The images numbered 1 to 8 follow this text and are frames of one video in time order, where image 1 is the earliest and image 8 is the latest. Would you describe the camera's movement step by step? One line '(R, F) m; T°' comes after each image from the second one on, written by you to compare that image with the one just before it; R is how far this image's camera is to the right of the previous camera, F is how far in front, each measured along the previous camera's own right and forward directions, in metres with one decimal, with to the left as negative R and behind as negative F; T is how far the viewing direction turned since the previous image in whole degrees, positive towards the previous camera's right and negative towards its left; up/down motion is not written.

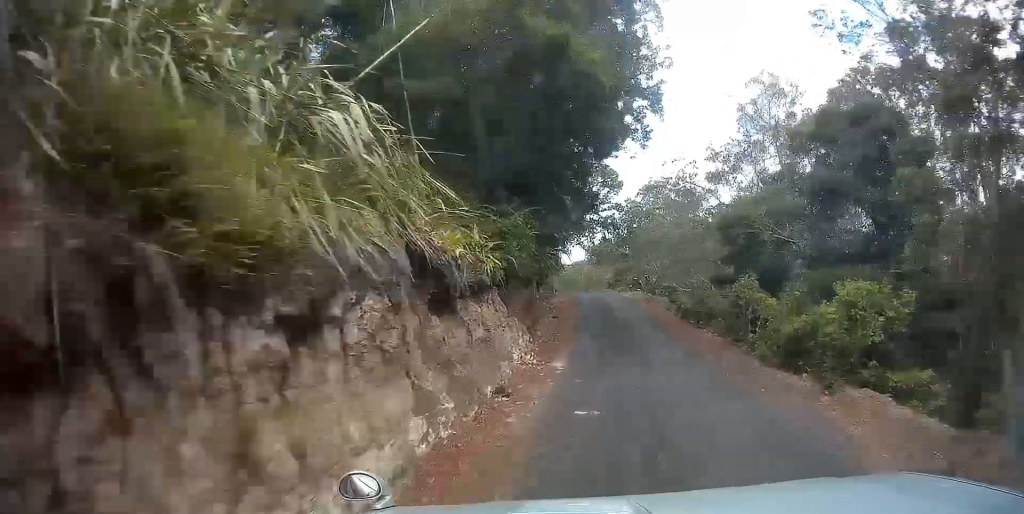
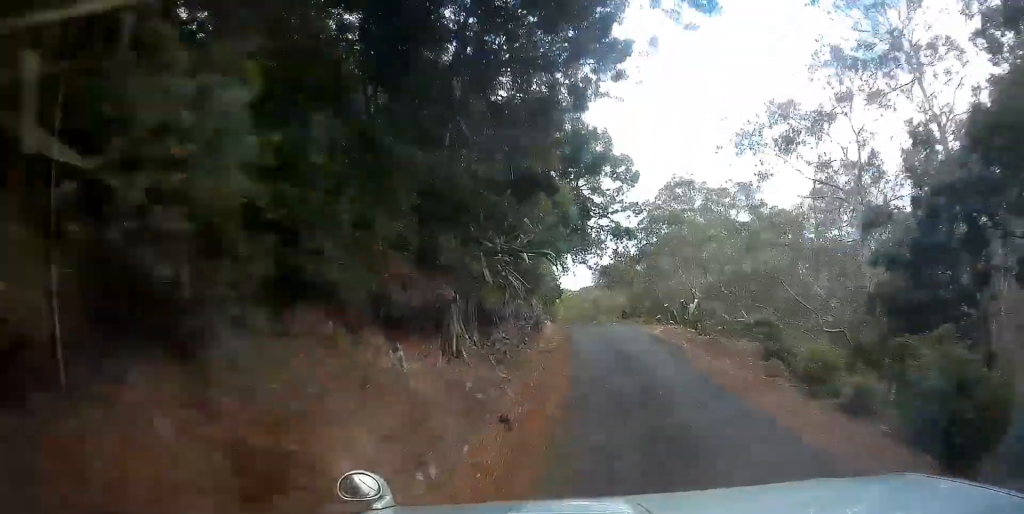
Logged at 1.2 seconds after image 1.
(0.0, +13.1) m; -1°
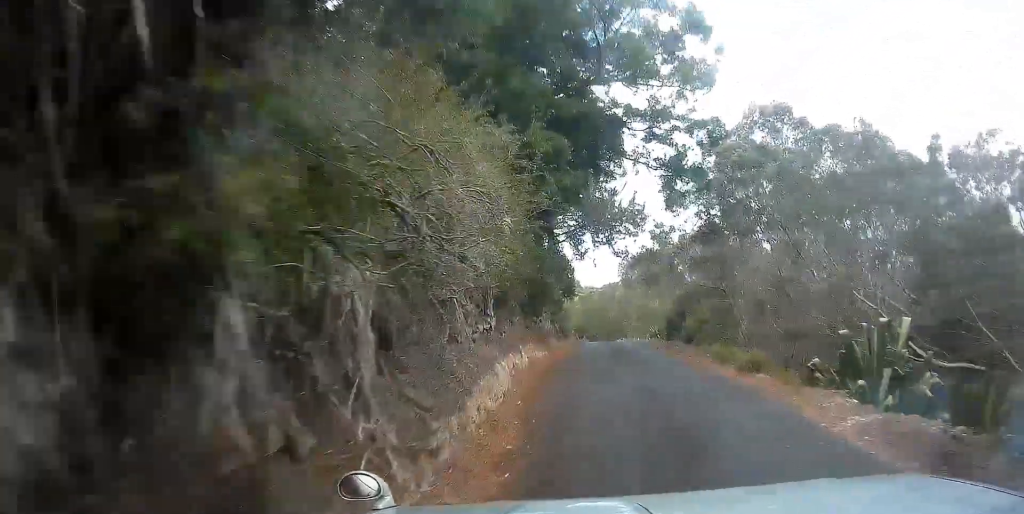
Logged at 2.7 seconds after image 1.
(-0.3, +17.2) m; 0°
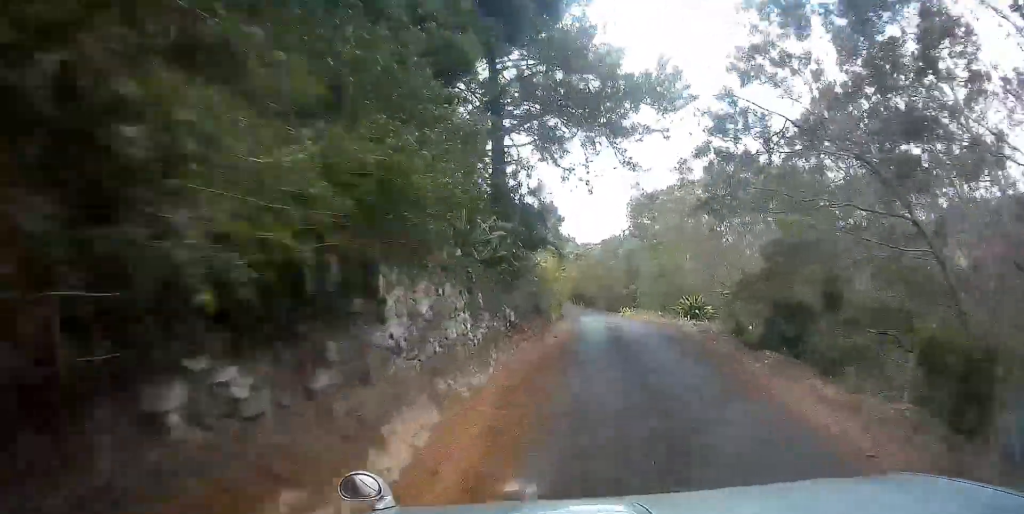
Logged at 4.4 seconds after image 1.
(-0.1, +17.3) m; -4°
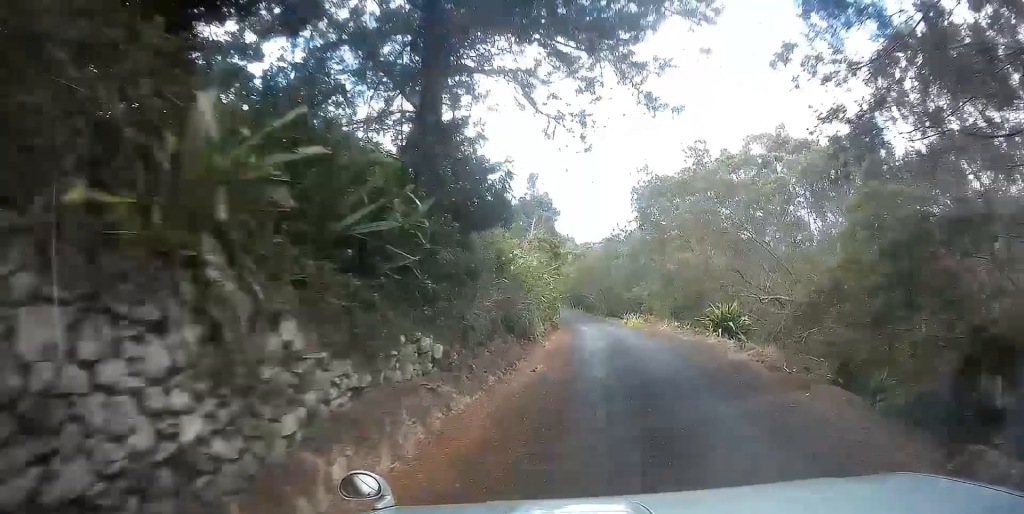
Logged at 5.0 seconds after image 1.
(-0.1, +6.7) m; -1°
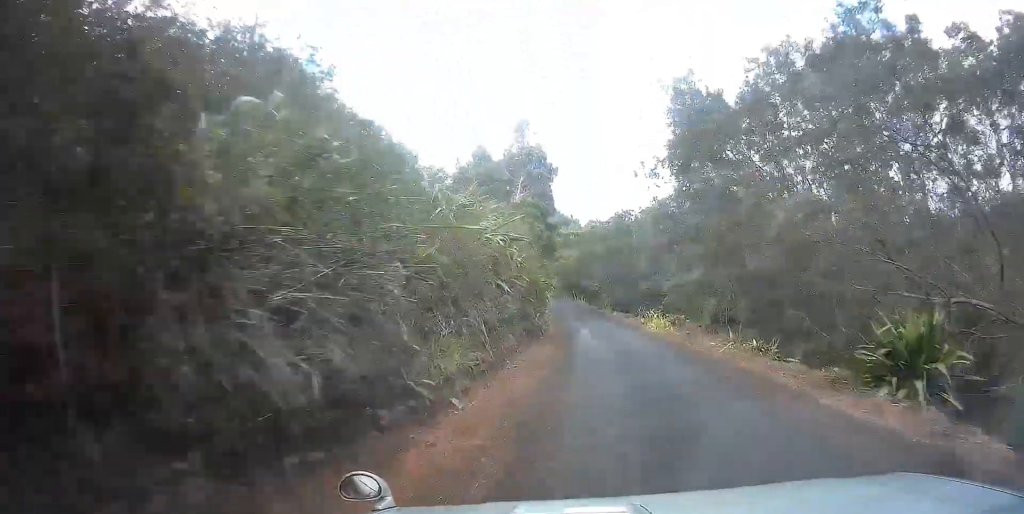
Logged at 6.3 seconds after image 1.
(0.0, +13.7) m; +1°
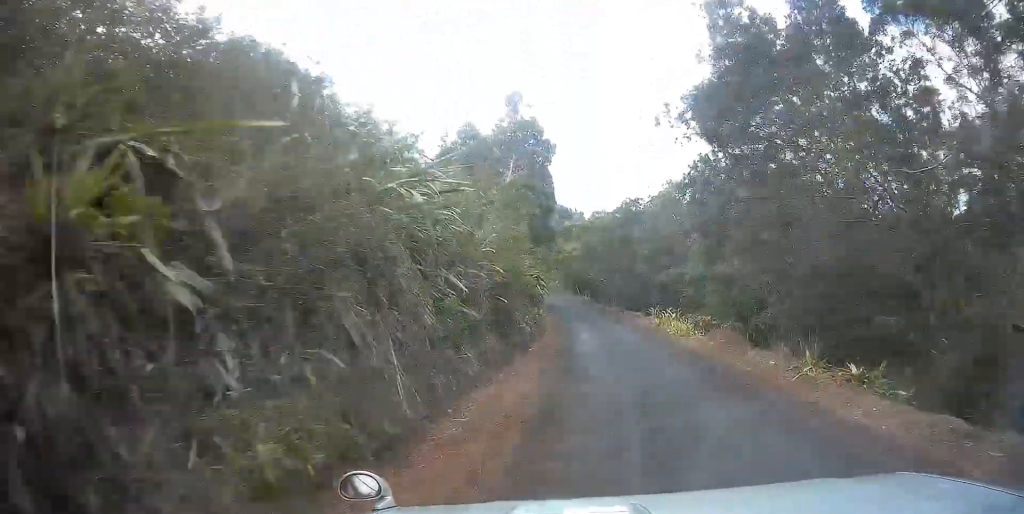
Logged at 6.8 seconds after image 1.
(0.0, +5.6) m; 0°
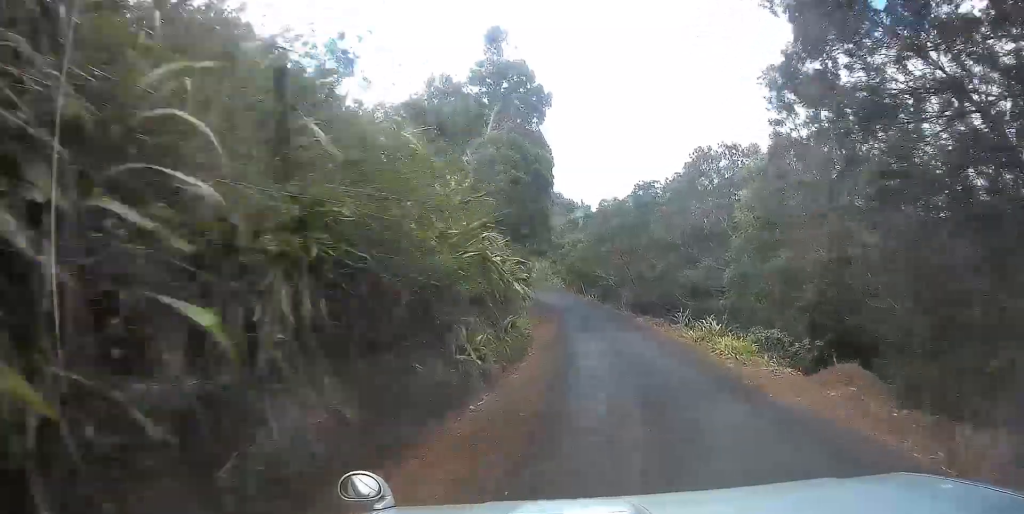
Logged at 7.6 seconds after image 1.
(+0.1, +8.8) m; -1°
